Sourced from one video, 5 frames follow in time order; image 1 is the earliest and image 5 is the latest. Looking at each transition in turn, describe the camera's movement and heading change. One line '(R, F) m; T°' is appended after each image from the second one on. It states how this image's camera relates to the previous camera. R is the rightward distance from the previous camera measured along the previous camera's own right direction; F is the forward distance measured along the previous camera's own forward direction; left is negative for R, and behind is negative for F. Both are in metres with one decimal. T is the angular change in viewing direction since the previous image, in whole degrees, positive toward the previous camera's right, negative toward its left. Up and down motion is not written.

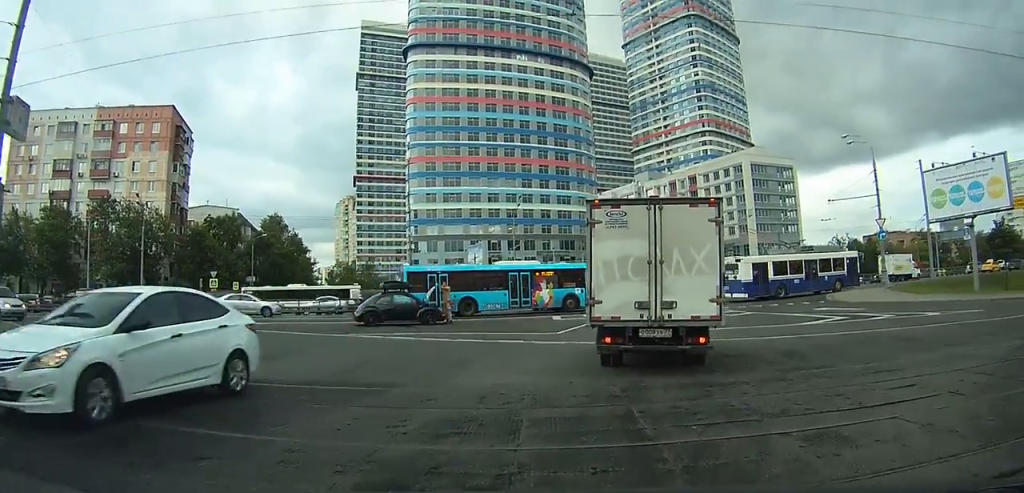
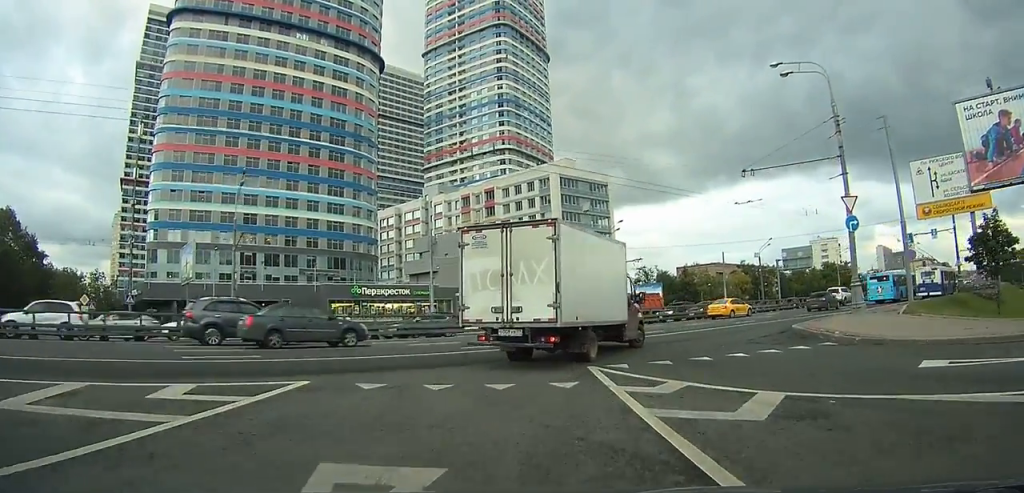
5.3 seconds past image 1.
(+4.5, +19.5) m; +21°
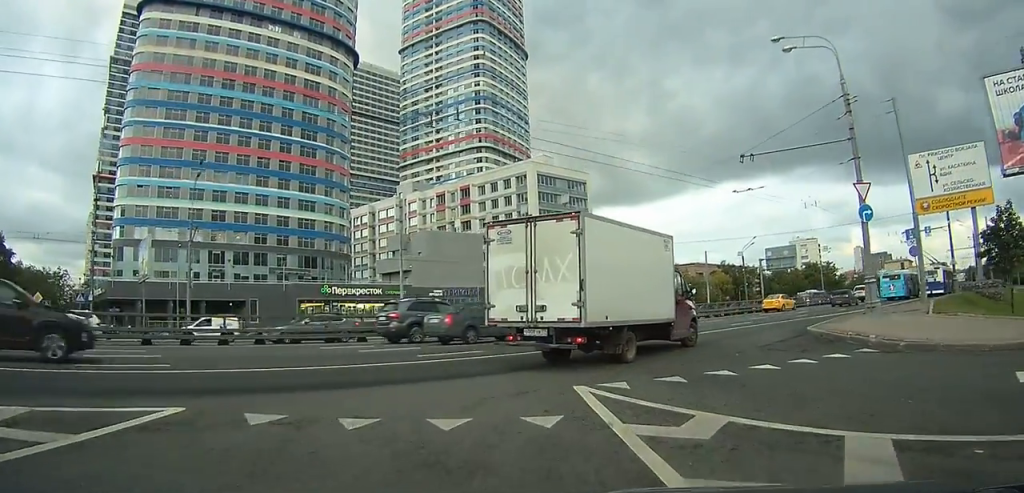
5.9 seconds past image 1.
(+0.1, +2.8) m; +3°
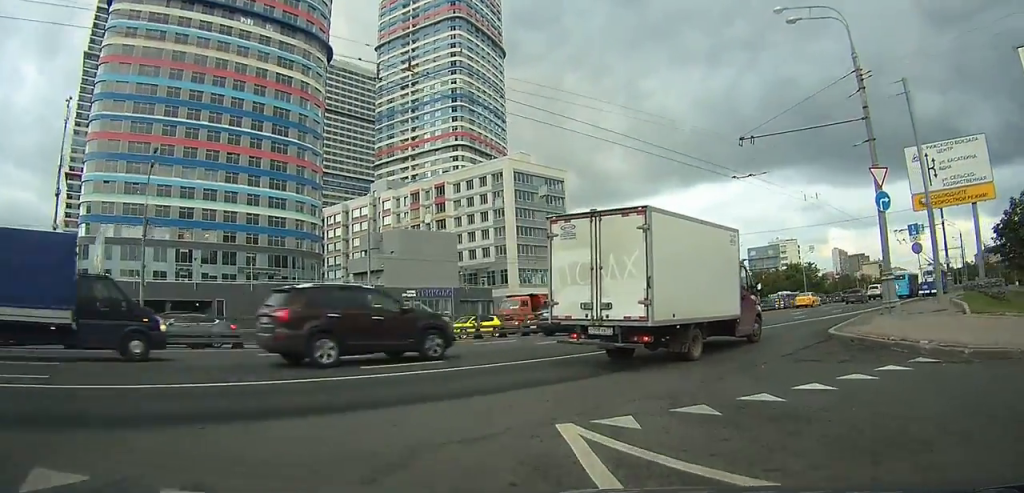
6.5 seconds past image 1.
(+0.1, +2.8) m; +3°
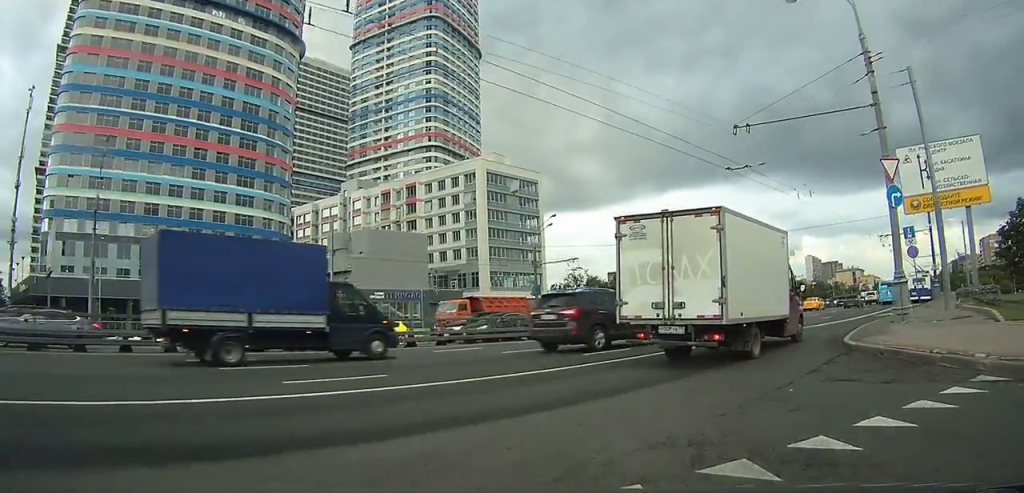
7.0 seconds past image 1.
(+0.1, +2.3) m; +3°
